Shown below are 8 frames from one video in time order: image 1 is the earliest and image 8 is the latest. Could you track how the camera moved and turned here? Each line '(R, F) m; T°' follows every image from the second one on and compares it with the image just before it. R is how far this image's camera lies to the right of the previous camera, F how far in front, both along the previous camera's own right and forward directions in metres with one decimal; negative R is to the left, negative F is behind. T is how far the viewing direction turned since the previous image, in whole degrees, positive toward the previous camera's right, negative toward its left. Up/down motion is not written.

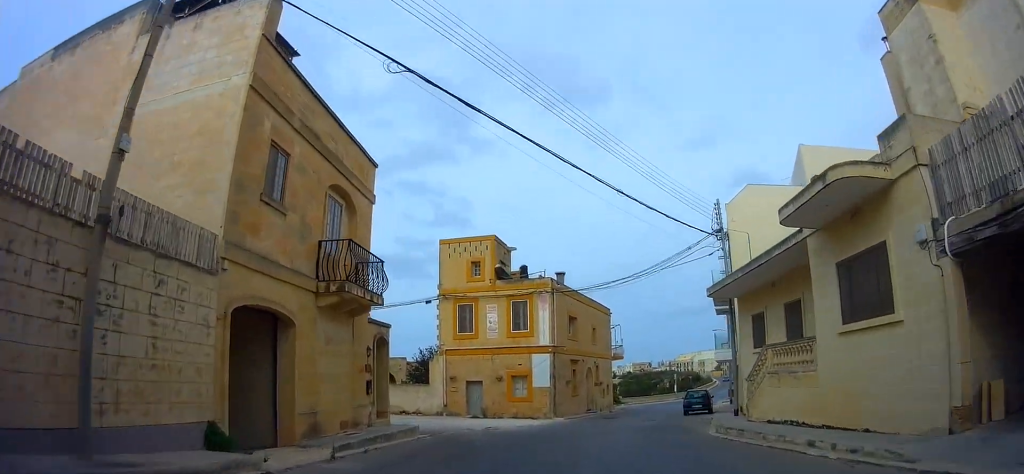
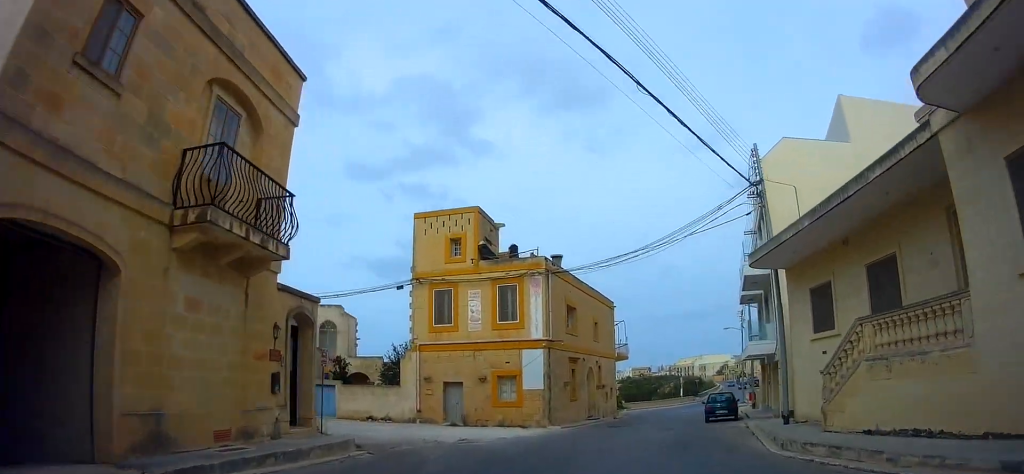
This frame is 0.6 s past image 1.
(0.0, +5.3) m; 0°
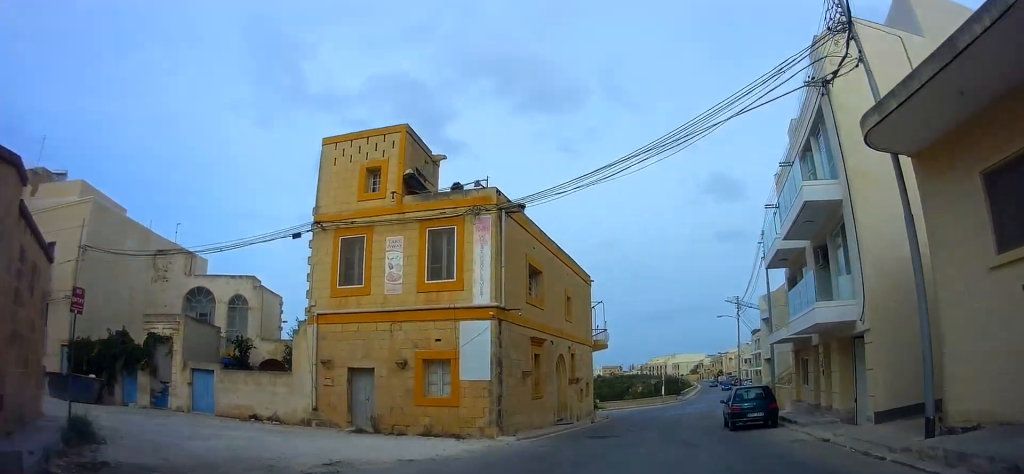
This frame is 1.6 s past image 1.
(0.0, +8.3) m; +3°
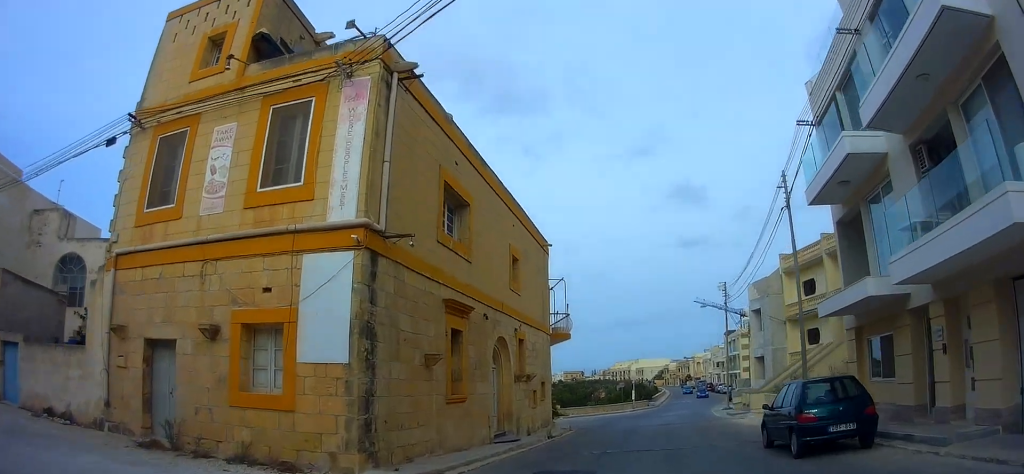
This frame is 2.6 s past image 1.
(+0.4, +7.8) m; +1°
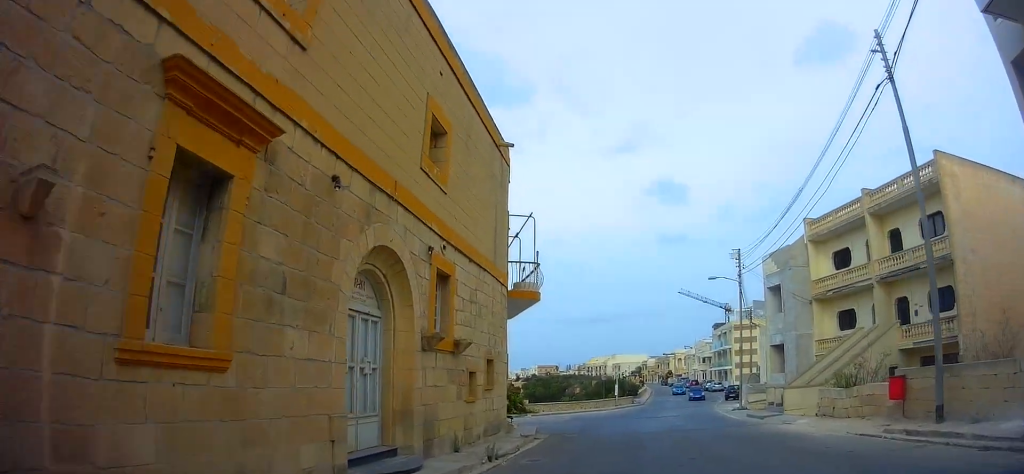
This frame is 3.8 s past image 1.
(-0.4, +9.5) m; 0°
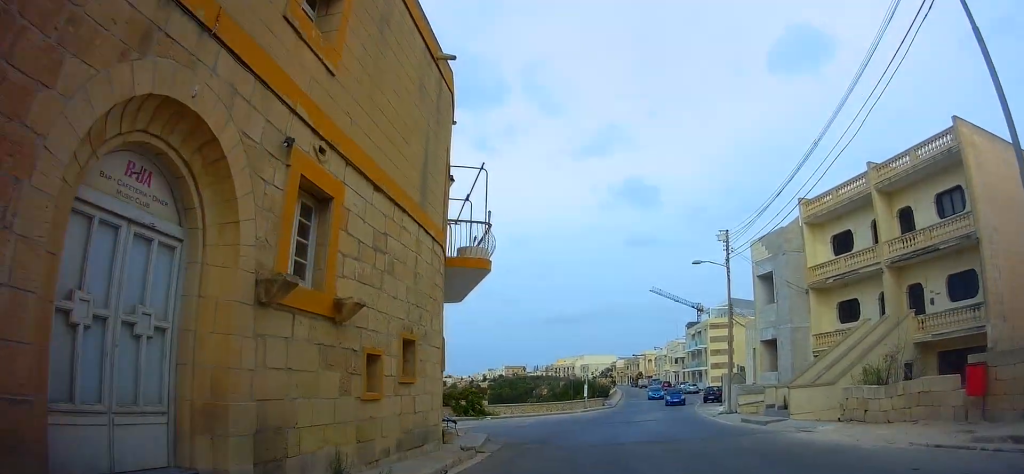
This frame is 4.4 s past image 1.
(+0.3, +4.5) m; +5°
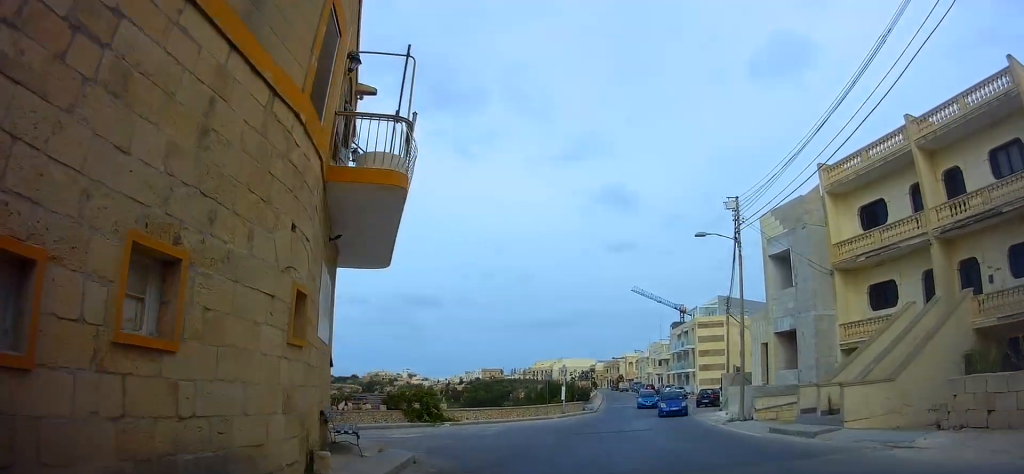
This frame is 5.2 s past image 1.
(+0.4, +5.9) m; +6°
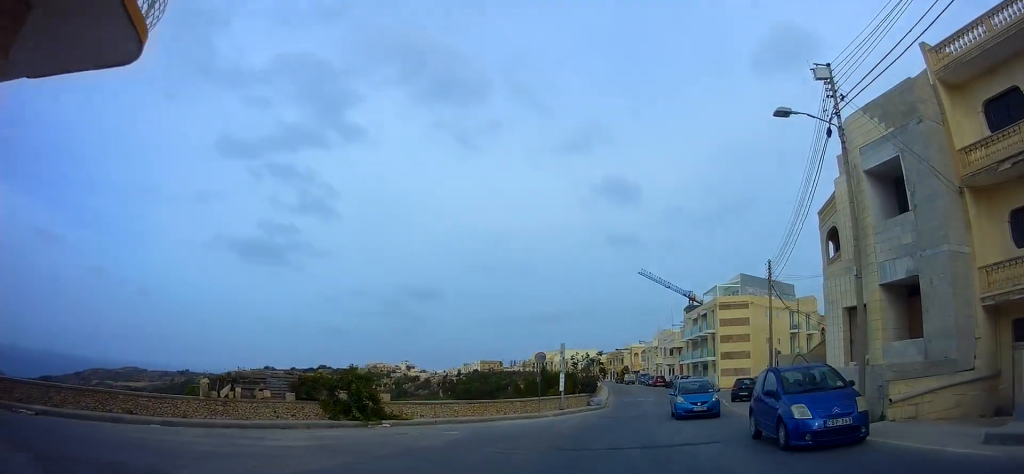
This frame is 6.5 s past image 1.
(+0.4, +9.3) m; -1°
